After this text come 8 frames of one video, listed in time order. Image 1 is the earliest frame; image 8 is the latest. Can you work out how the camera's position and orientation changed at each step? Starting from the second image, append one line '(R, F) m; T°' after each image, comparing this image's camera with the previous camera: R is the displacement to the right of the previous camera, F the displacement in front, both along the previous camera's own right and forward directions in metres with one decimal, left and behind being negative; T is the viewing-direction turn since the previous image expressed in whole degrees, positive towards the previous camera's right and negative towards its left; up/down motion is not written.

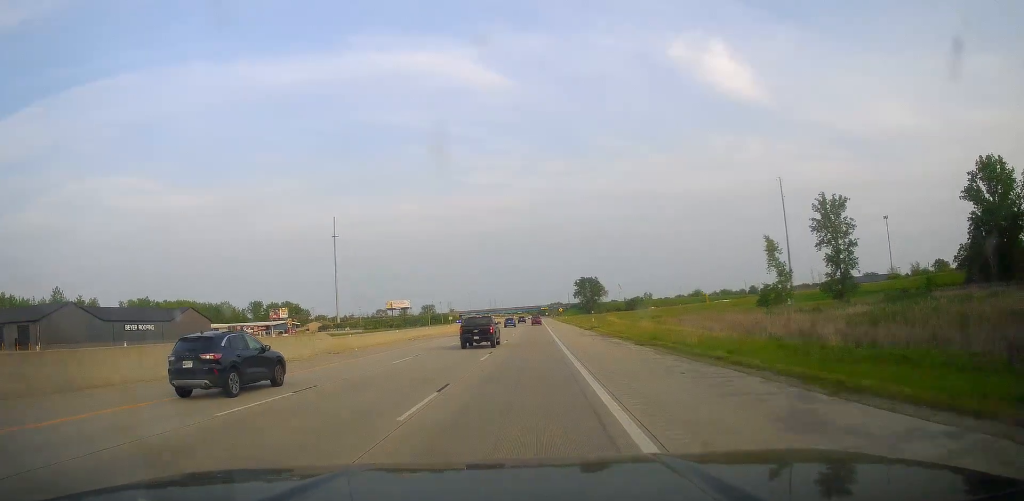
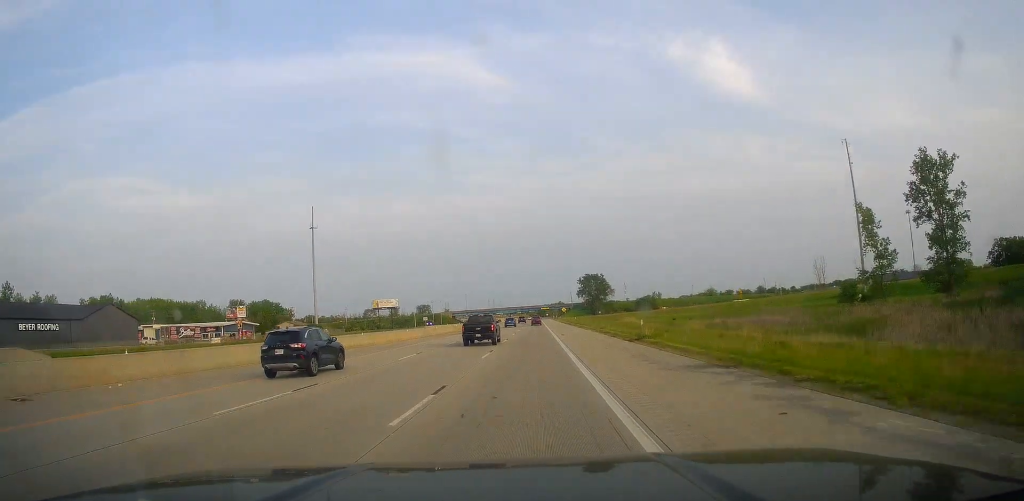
(-0.3, +30.7) m; 0°
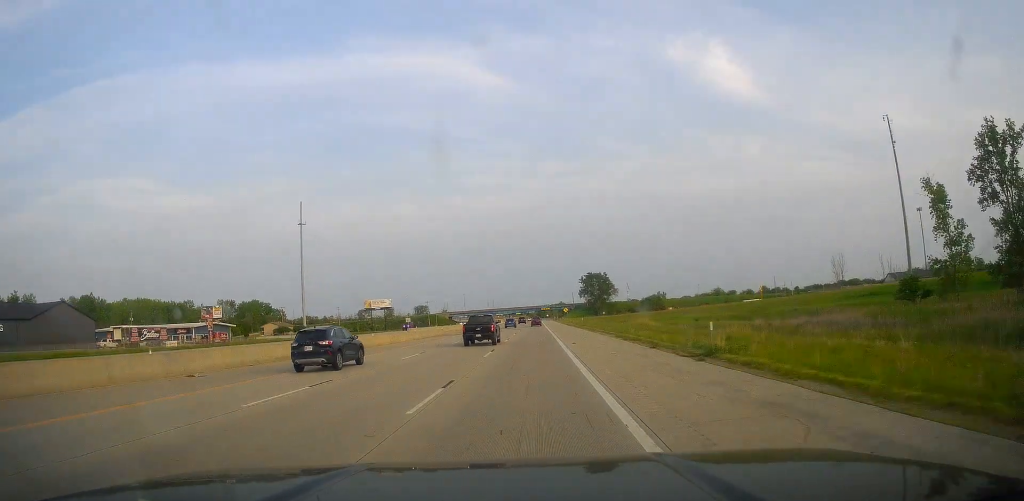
(+0.2, +14.2) m; 0°
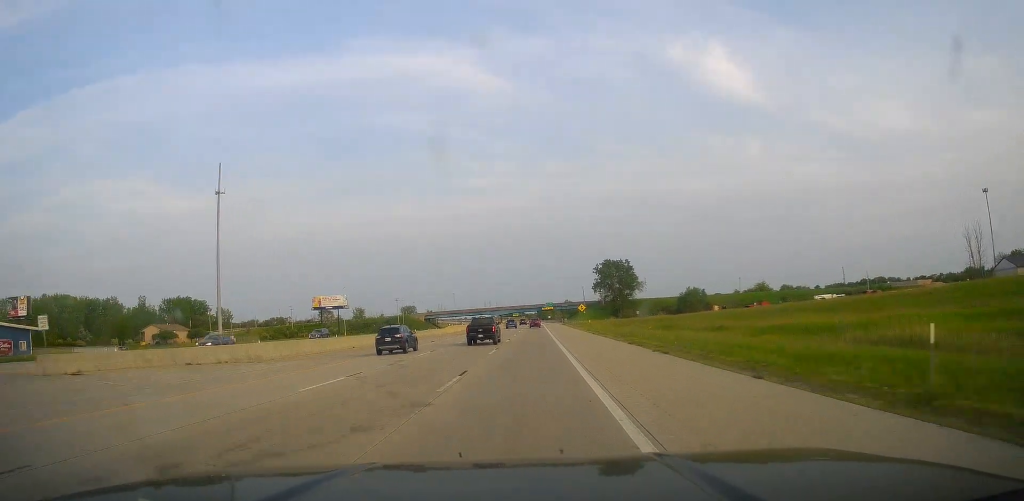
(-0.9, +73.3) m; -2°
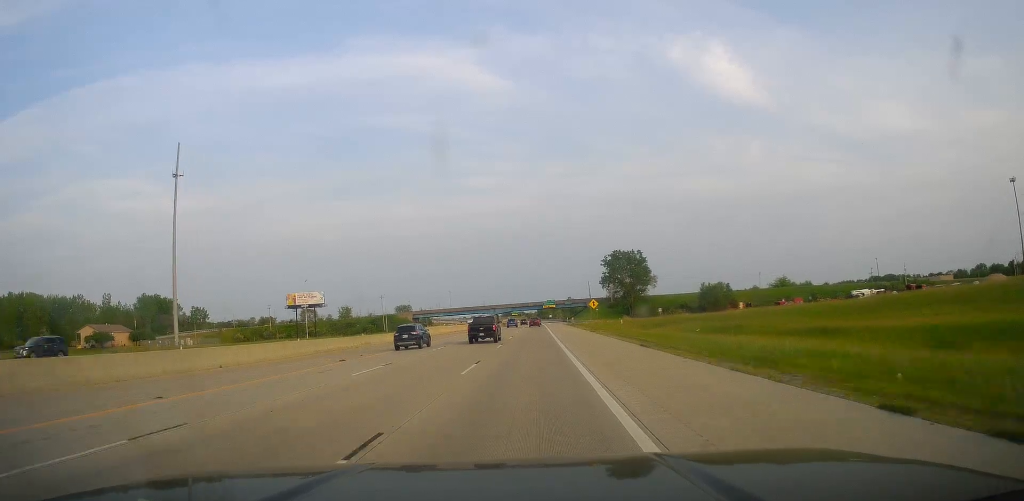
(+0.1, +26.1) m; +1°
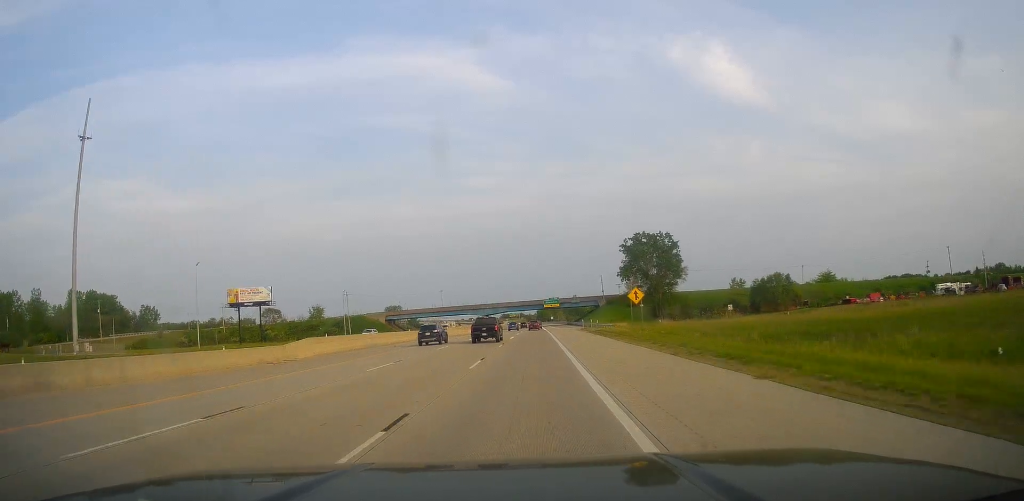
(+0.4, +43.4) m; 0°
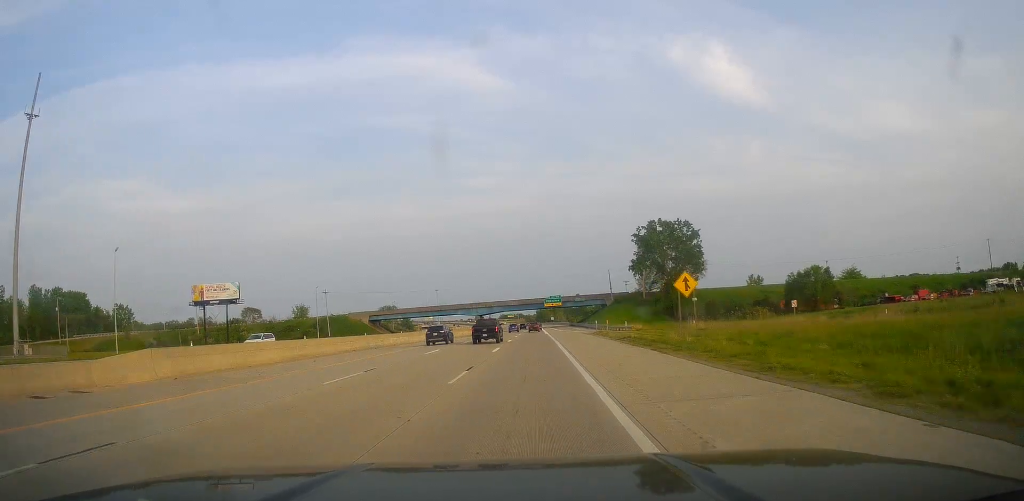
(0.0, +19.7) m; 0°
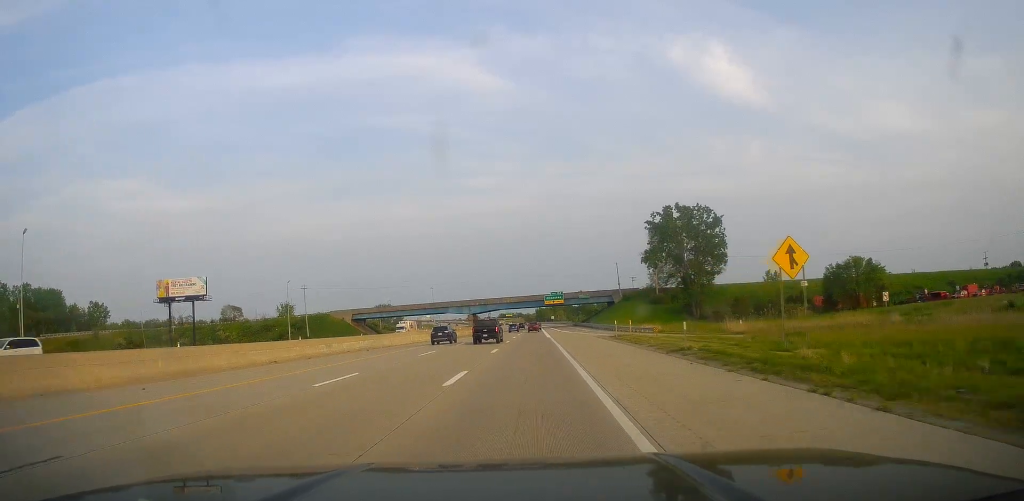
(0.0, +16.4) m; 0°
